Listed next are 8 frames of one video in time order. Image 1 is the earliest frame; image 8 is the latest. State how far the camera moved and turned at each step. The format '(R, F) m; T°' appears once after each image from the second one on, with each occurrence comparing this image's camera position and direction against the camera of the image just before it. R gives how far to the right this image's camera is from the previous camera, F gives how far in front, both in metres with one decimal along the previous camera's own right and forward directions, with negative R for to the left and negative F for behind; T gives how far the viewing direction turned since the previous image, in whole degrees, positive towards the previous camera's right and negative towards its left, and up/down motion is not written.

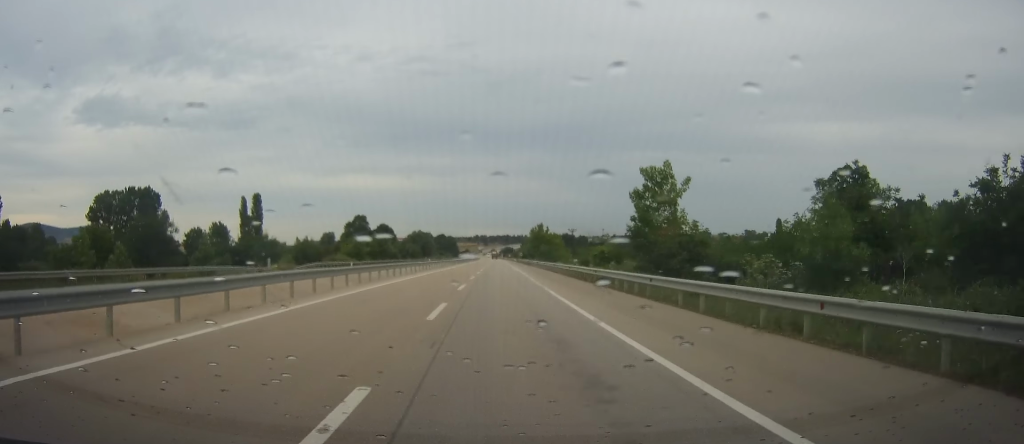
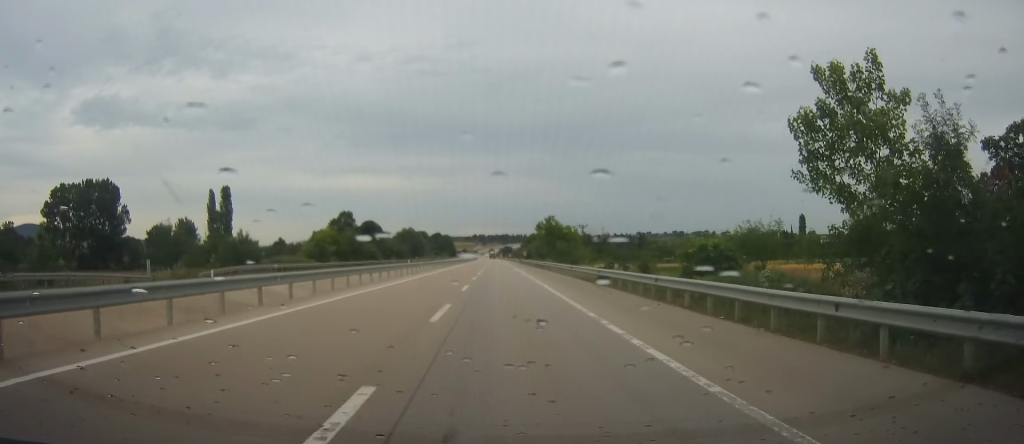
(0.0, +24.3) m; 0°
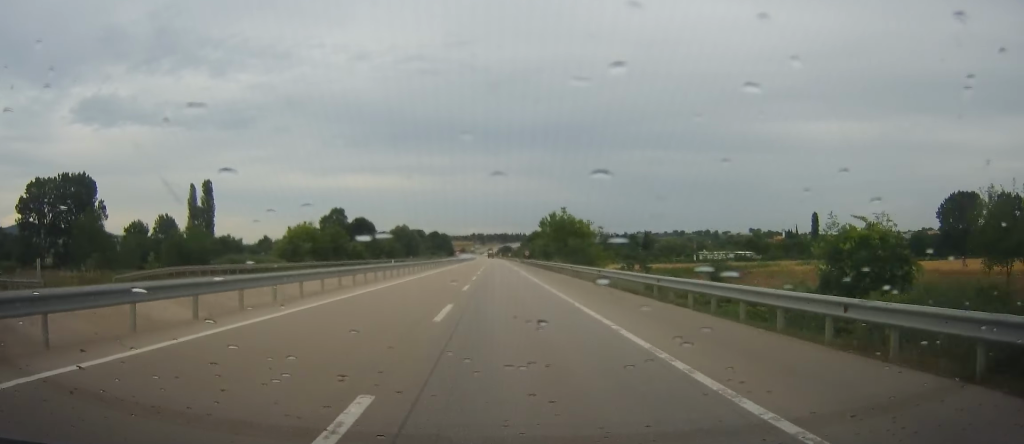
(0.0, +11.8) m; 0°
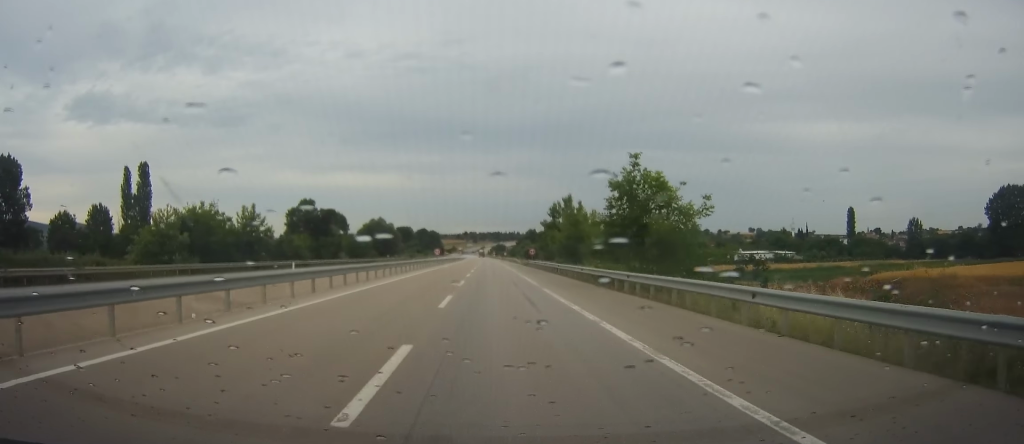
(+0.1, +32.7) m; +1°
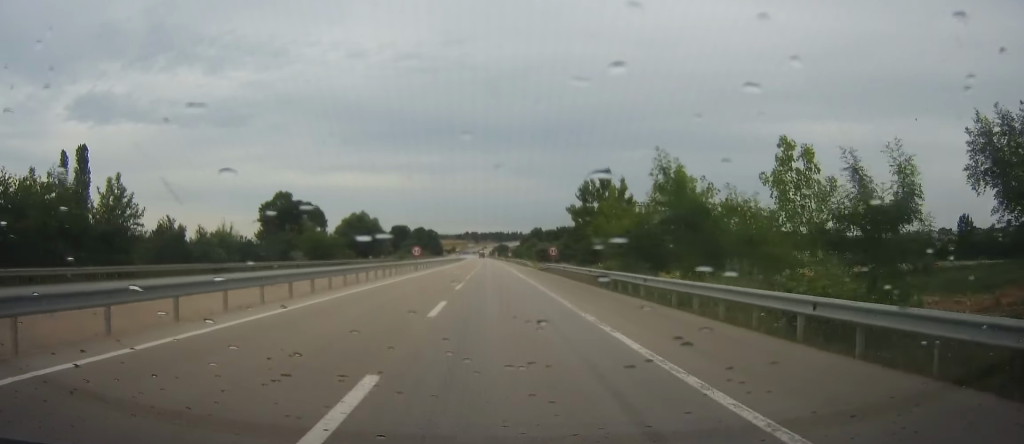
(+0.4, +26.7) m; 0°
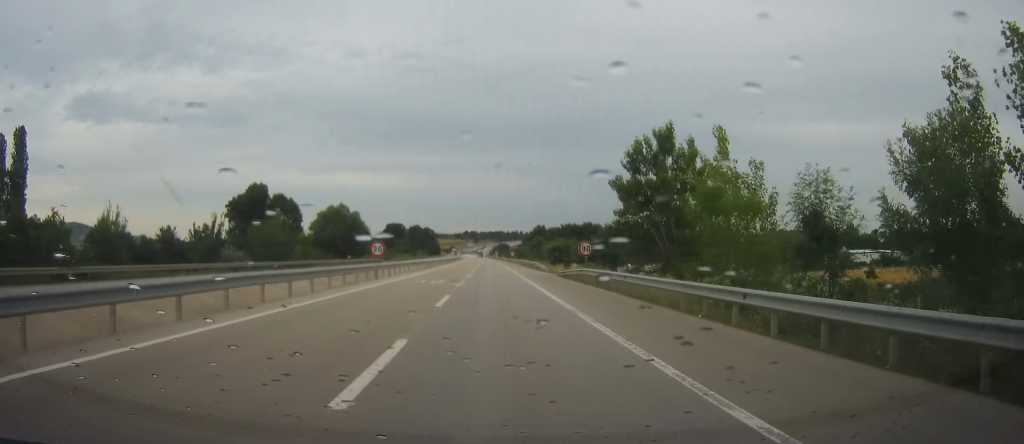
(-0.4, +21.3) m; -1°
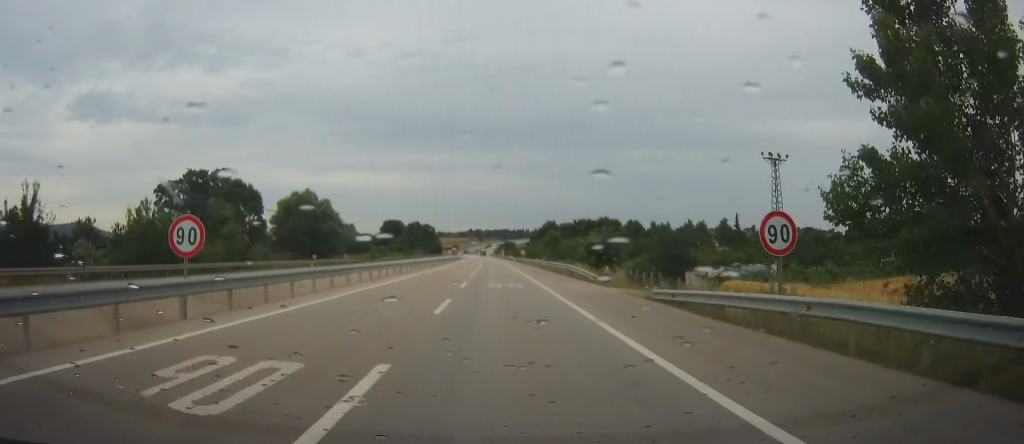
(0.0, +26.2) m; 0°
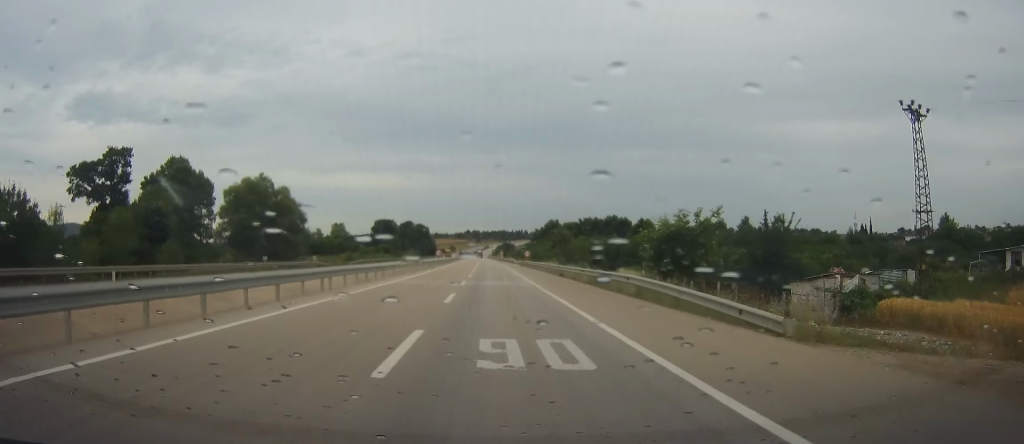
(0.0, +20.1) m; 0°
